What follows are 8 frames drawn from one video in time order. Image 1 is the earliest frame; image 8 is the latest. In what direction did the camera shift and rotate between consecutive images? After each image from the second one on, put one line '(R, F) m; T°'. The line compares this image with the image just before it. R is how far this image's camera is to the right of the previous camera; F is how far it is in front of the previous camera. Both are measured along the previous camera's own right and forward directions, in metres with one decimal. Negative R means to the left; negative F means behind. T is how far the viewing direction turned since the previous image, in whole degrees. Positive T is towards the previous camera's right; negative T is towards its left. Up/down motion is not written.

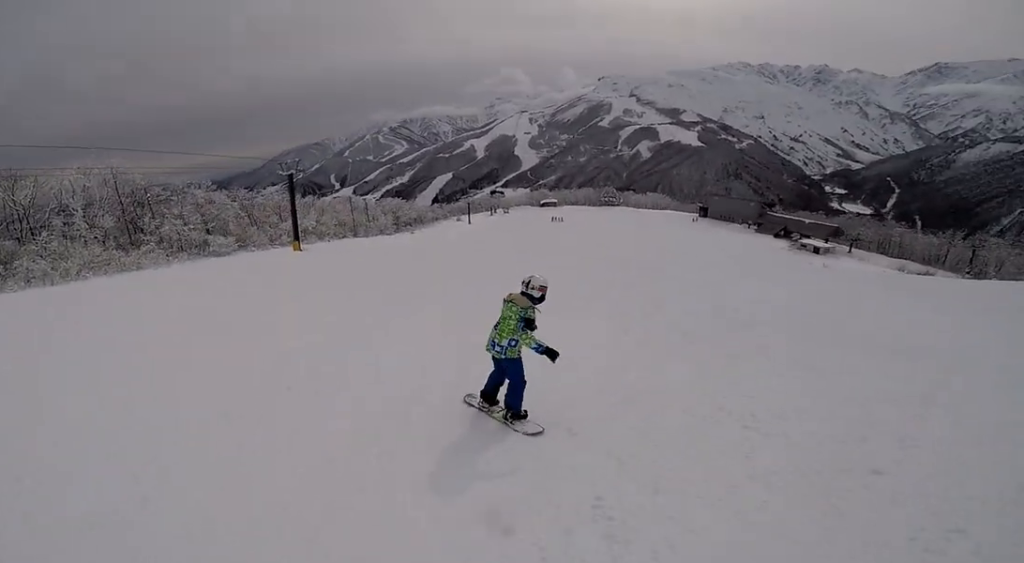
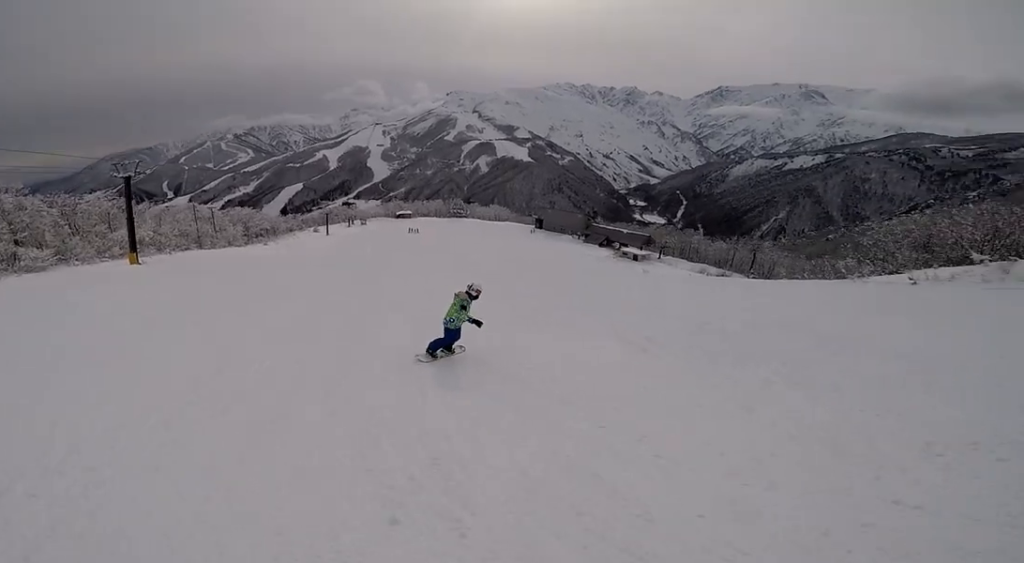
(+0.2, +3.3) m; +13°
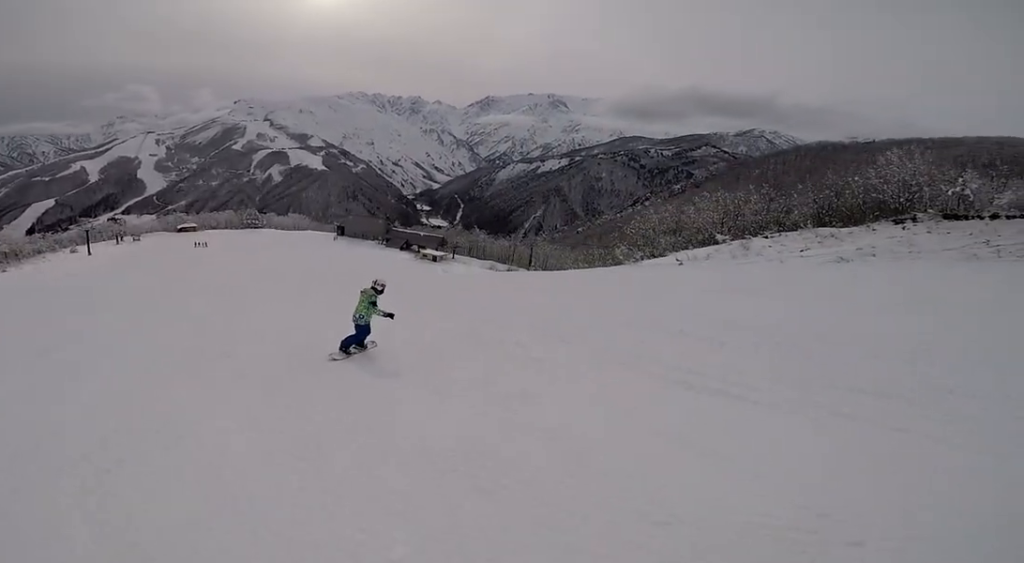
(+1.0, +3.4) m; +26°
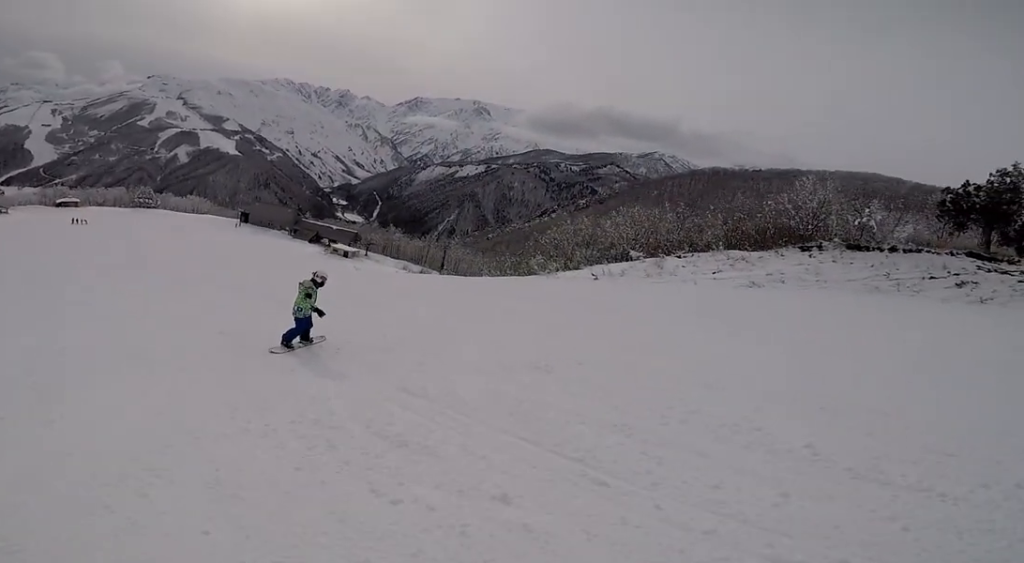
(+0.5, +3.5) m; +11°
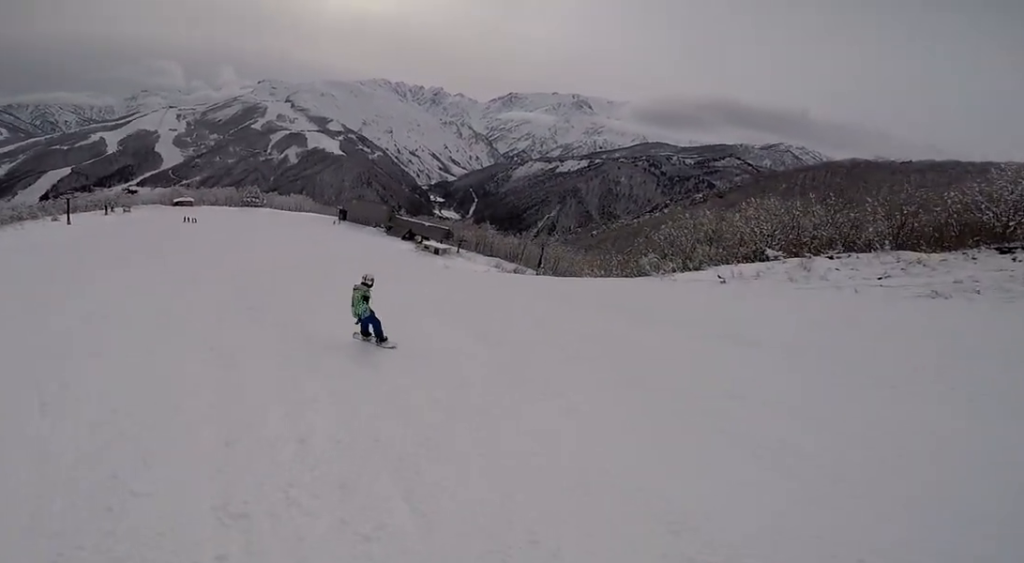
(+0.2, +4.4) m; -5°
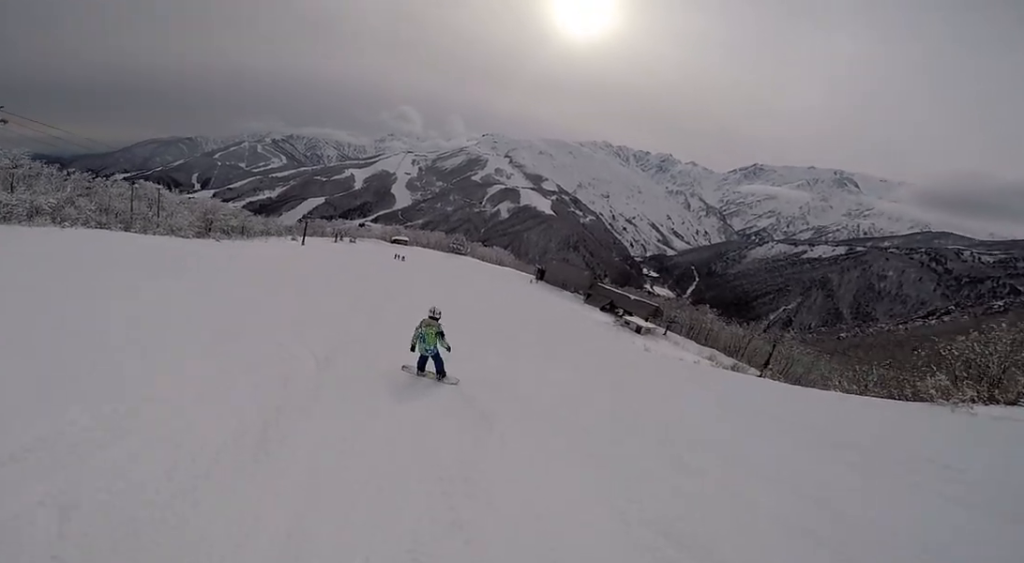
(-0.5, +3.4) m; -19°
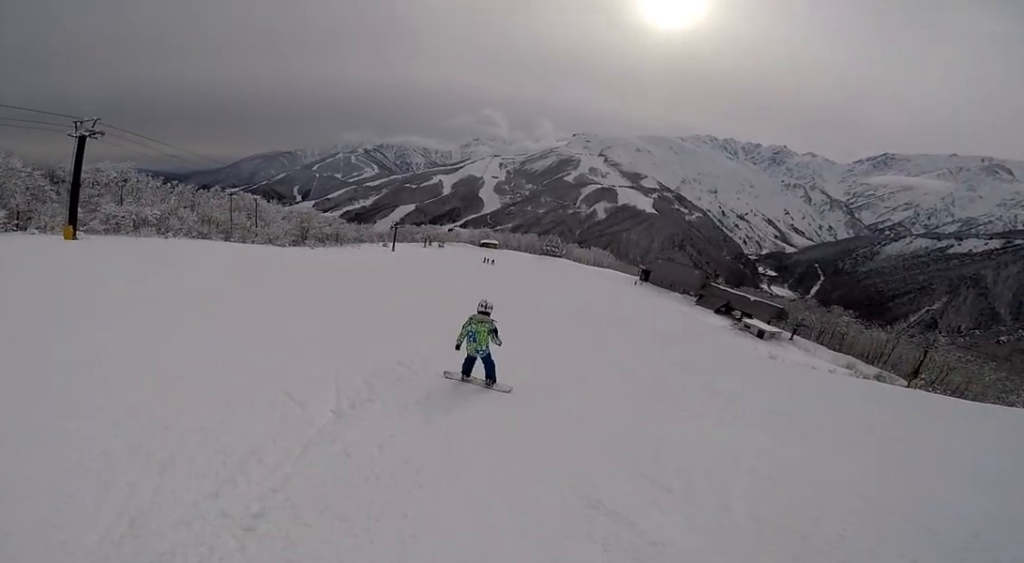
(-0.3, +2.1) m; -10°
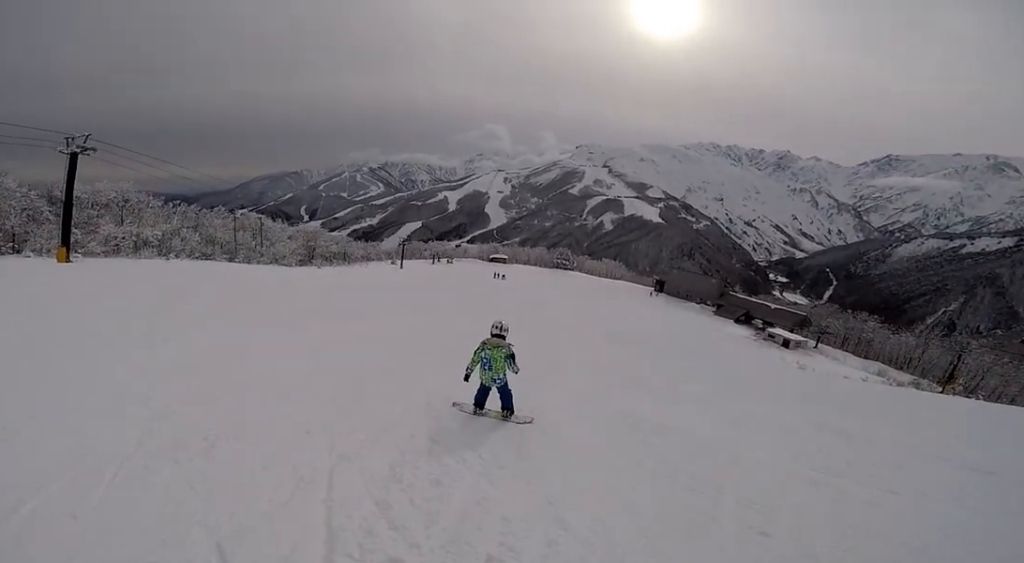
(-0.1, +2.1) m; -8°
